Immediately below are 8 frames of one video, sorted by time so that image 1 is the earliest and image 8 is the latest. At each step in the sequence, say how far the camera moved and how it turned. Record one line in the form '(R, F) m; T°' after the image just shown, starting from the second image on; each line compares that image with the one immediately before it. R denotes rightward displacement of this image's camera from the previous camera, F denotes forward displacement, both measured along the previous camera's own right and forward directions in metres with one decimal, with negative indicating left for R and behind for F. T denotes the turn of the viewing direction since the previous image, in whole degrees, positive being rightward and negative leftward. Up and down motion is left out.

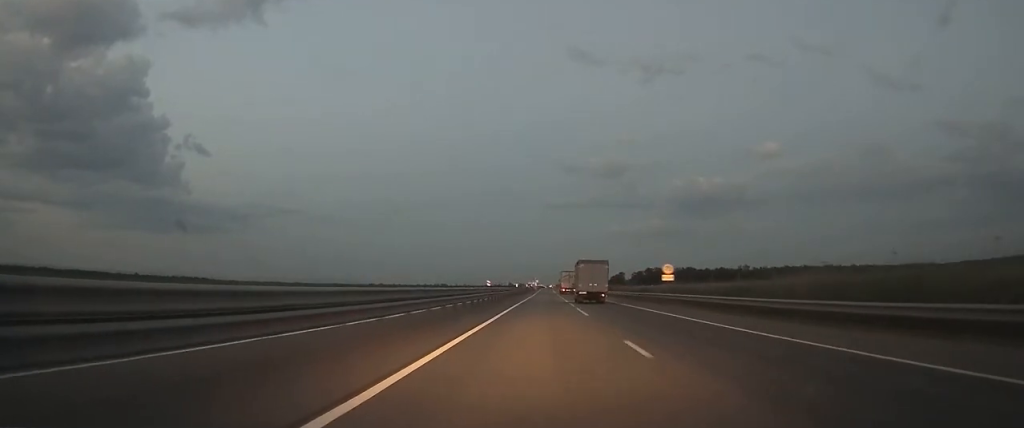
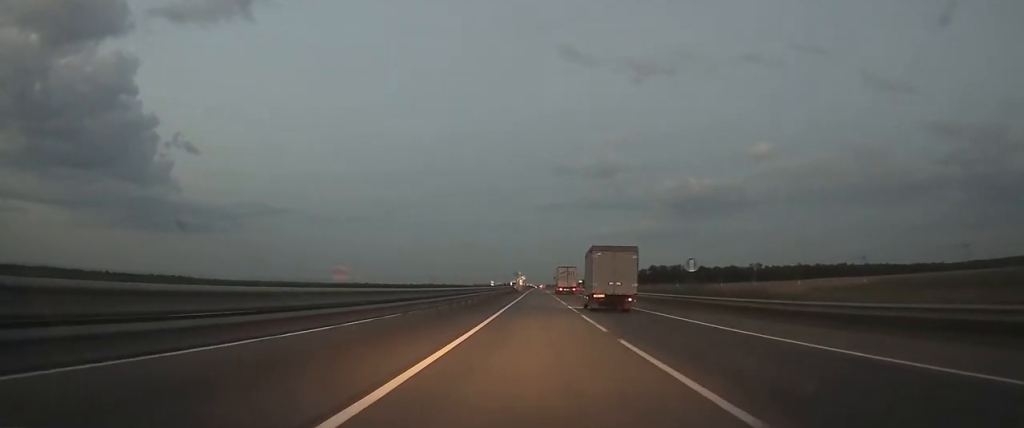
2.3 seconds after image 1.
(+0.4, +68.9) m; +1°
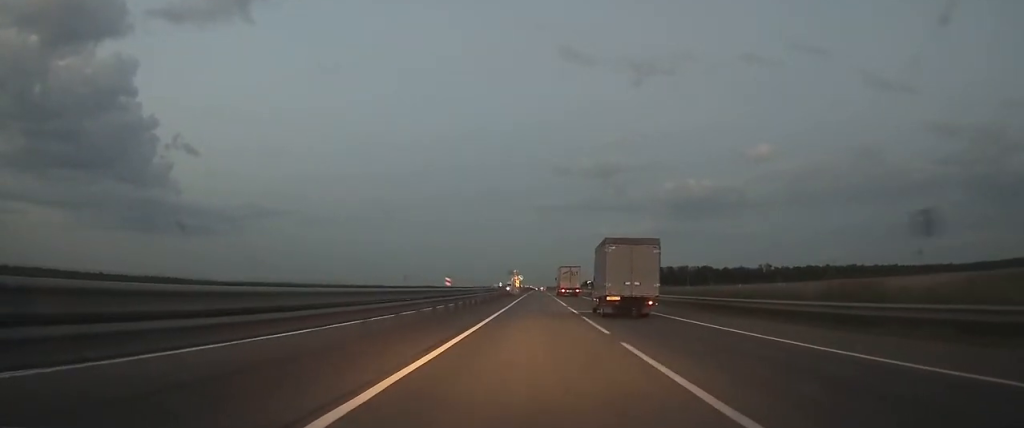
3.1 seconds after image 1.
(+0.1, +24.8) m; 0°
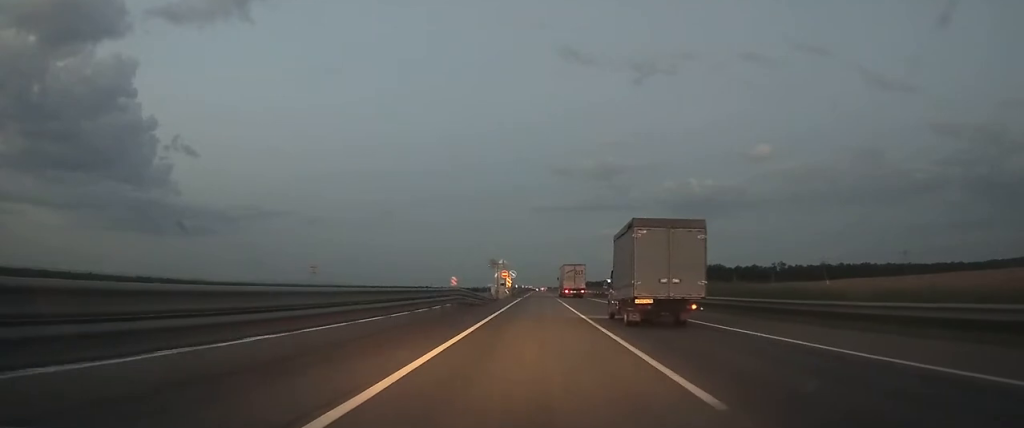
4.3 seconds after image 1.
(0.0, +34.1) m; 0°
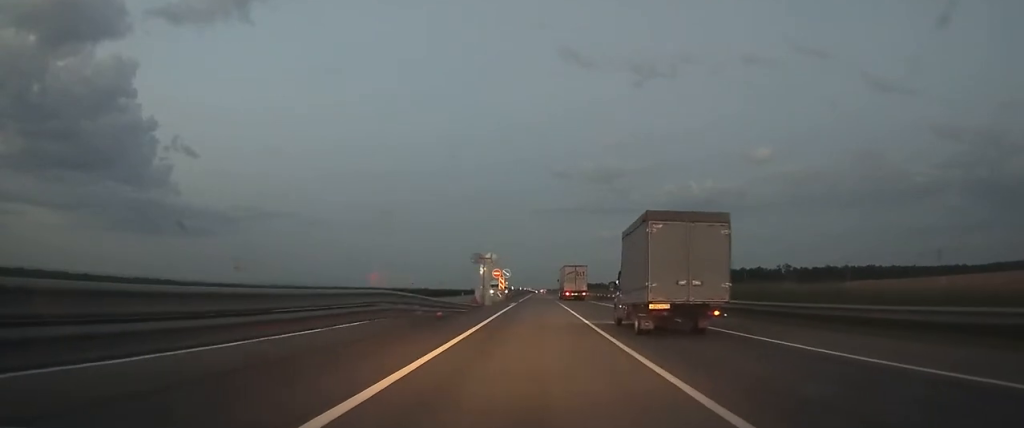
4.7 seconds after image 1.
(0.0, +13.5) m; 0°
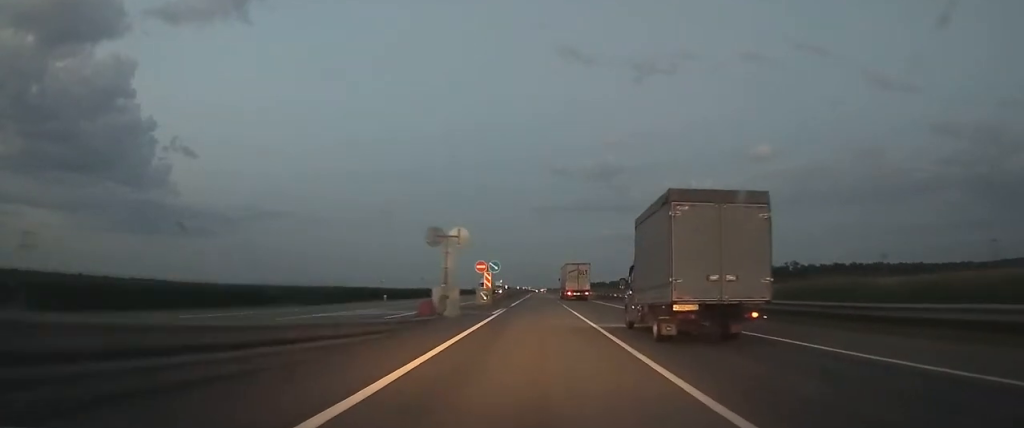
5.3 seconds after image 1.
(0.0, +17.2) m; 0°
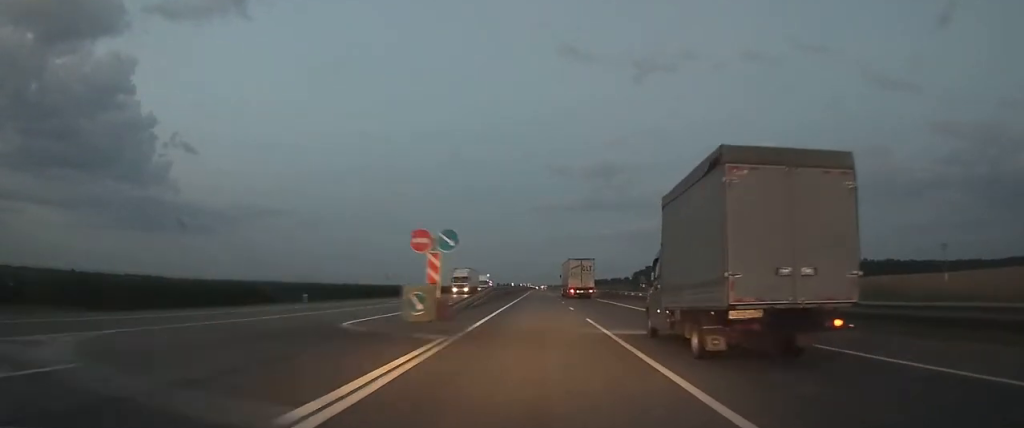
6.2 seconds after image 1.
(0.0, +23.7) m; 0°
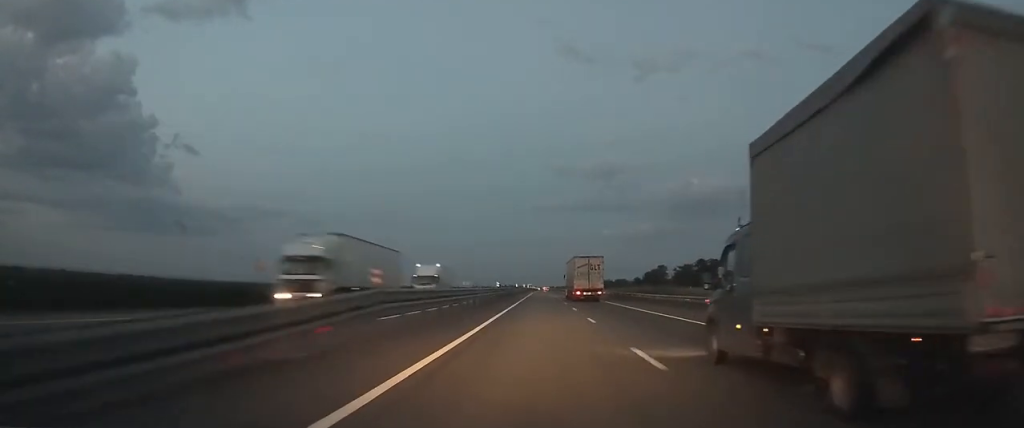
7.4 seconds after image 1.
(-0.2, +34.6) m; 0°
